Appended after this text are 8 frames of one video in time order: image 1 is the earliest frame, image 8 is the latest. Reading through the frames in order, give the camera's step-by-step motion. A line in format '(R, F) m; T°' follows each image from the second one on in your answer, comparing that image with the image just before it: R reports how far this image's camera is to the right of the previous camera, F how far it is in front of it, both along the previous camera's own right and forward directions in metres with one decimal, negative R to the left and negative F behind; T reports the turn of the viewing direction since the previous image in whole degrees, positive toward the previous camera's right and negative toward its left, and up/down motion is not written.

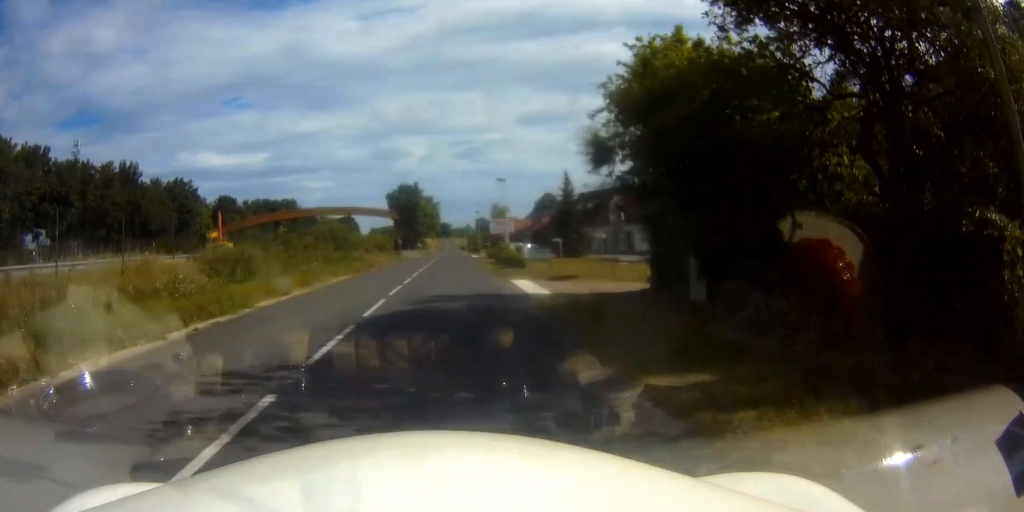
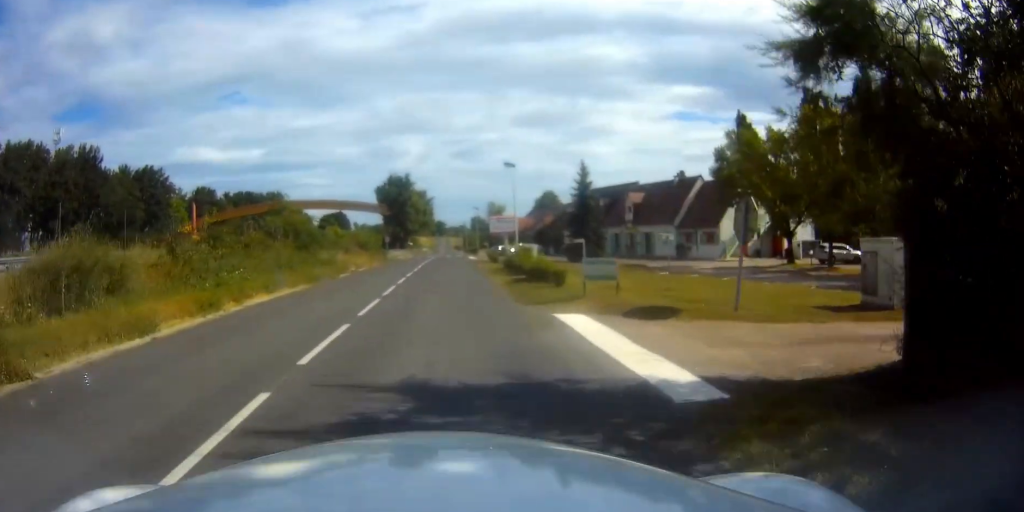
(0.0, +8.0) m; 0°
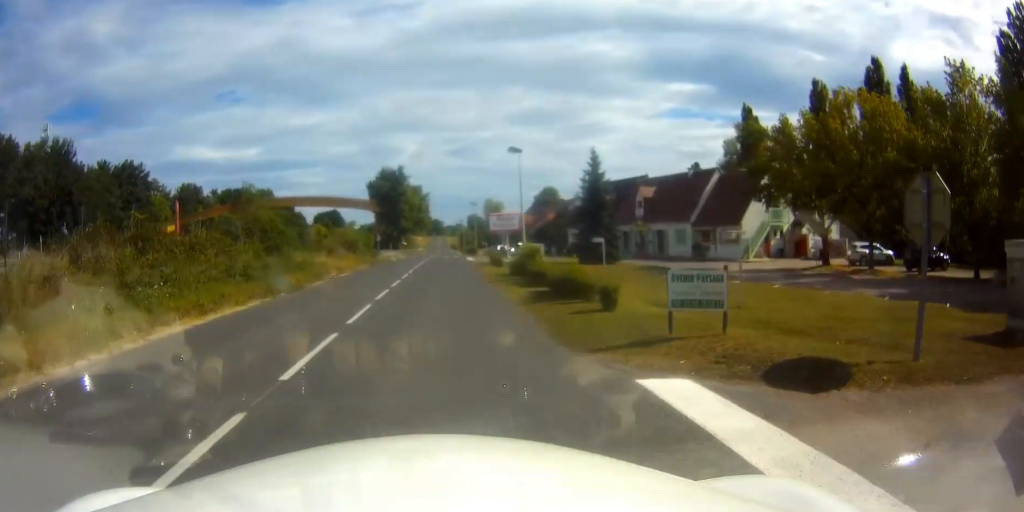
(0.0, +4.7) m; 0°
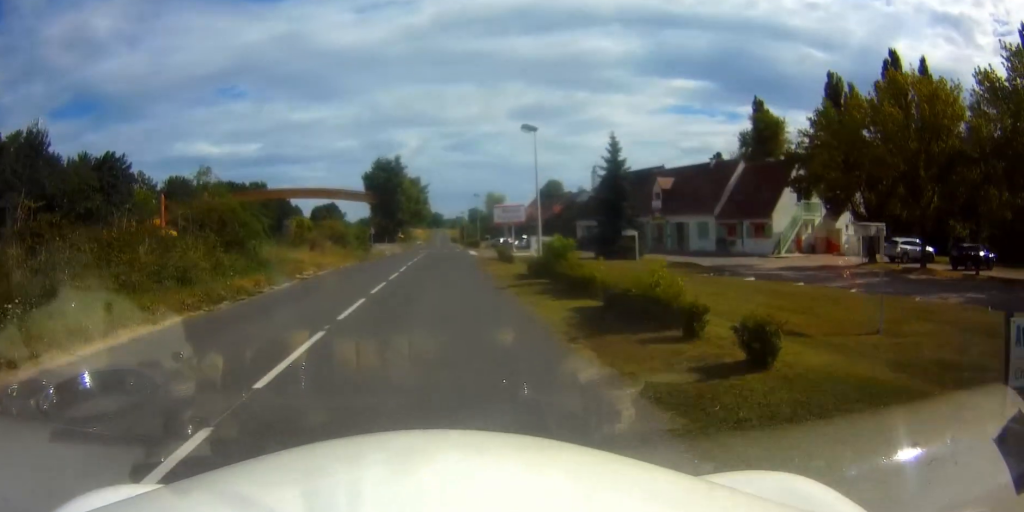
(0.0, +4.5) m; 0°
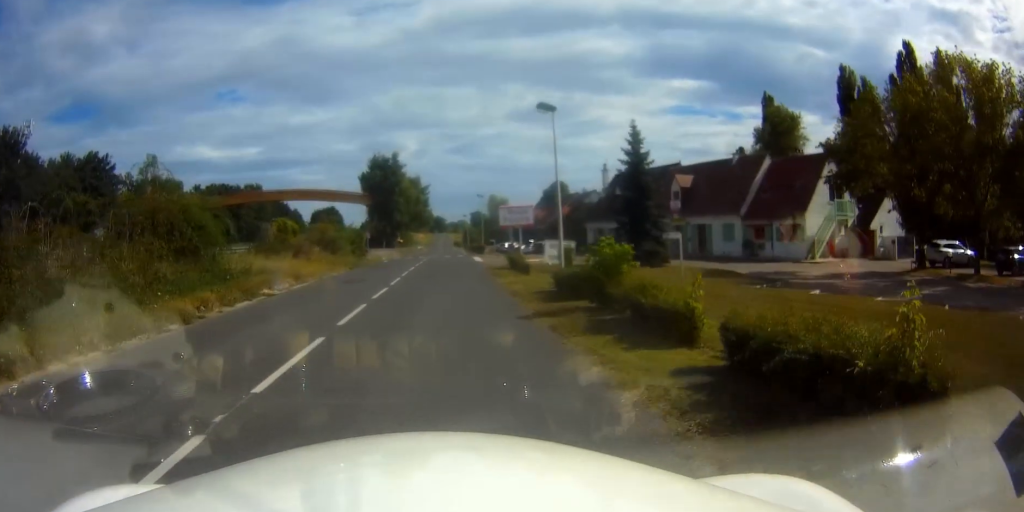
(0.0, +4.1) m; 0°
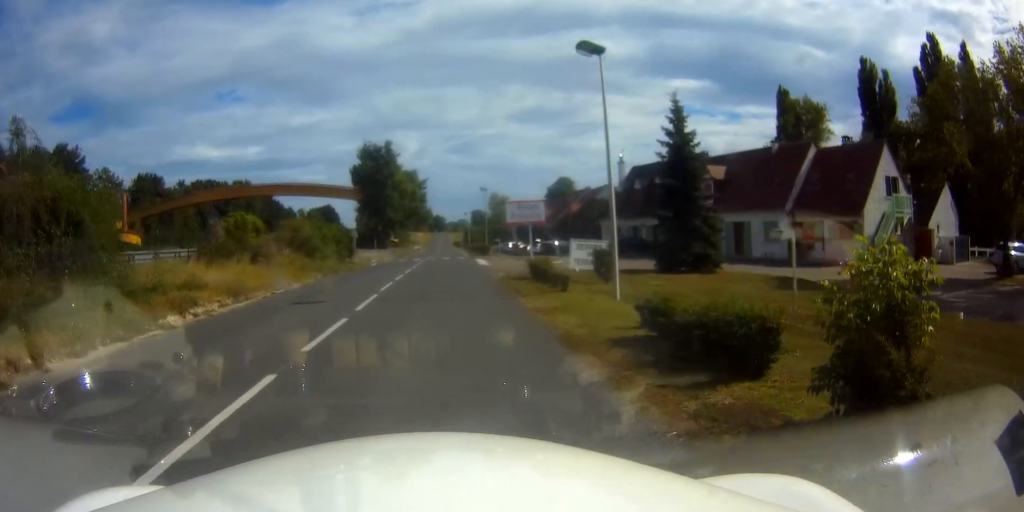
(0.0, +6.1) m; 0°
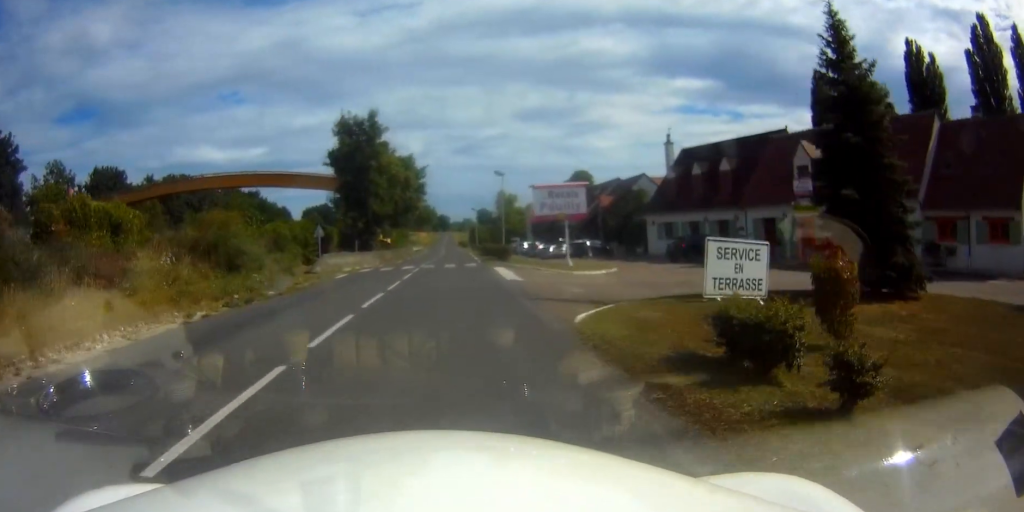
(0.0, +12.0) m; +1°
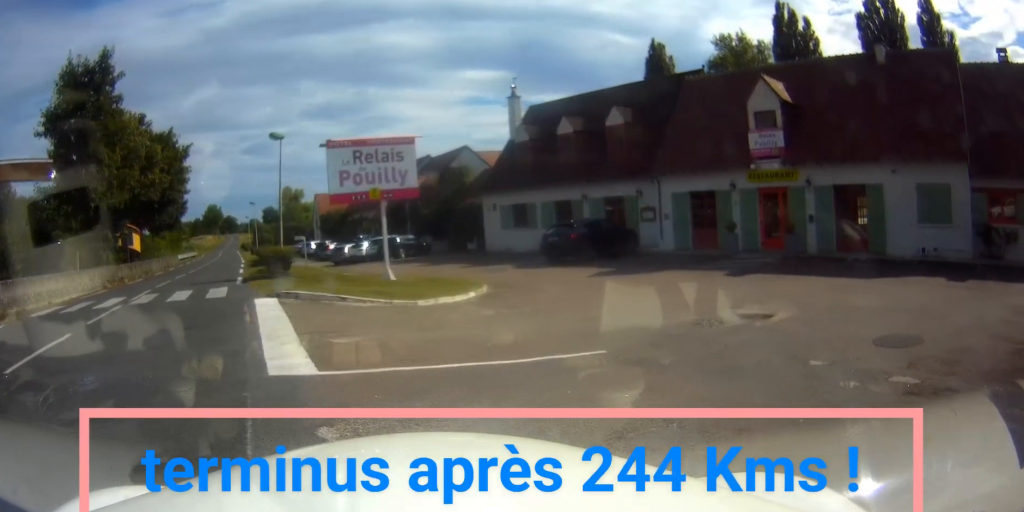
(+2.4, +11.8) m; +34°
